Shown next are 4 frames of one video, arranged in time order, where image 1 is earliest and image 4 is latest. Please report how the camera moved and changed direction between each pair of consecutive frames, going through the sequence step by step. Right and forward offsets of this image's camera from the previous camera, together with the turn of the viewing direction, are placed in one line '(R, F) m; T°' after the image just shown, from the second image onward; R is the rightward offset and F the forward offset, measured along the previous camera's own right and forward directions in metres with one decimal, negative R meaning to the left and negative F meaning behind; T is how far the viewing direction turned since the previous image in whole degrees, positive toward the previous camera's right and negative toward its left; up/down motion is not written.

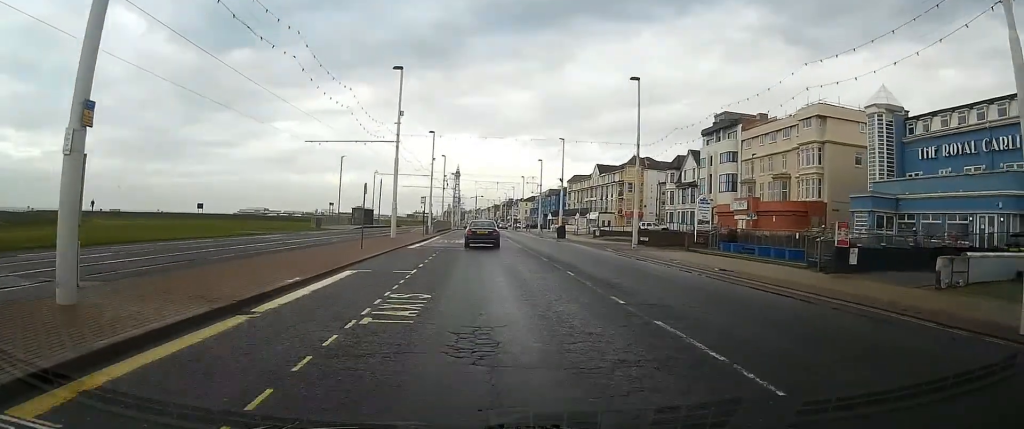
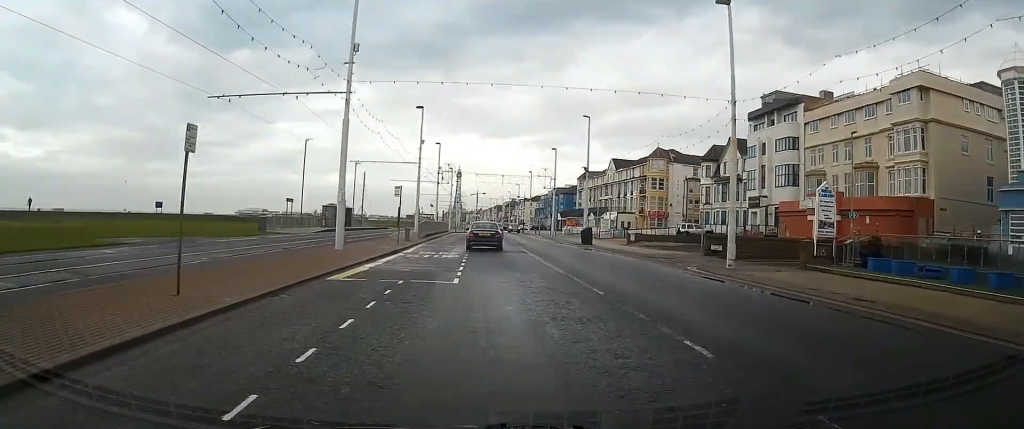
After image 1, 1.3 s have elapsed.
(-0.2, +16.2) m; 0°
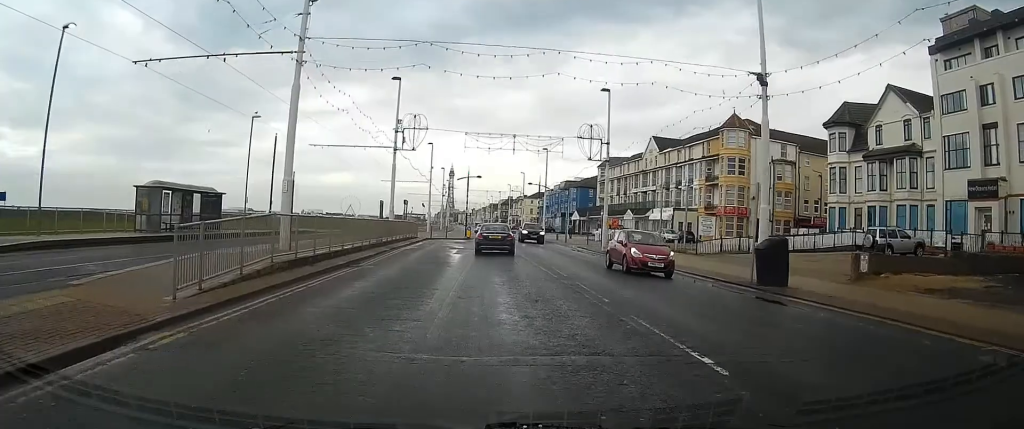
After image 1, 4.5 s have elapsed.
(+0.9, +35.9) m; +2°
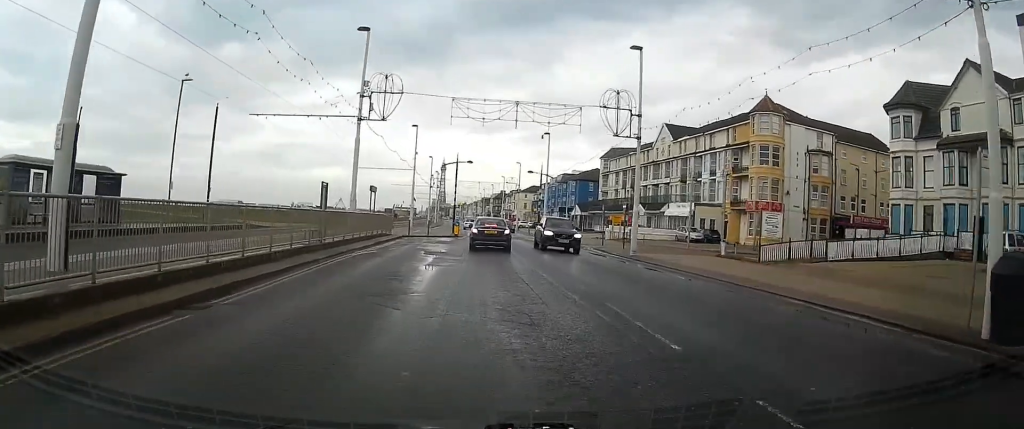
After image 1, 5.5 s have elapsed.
(0.0, +10.4) m; +1°
